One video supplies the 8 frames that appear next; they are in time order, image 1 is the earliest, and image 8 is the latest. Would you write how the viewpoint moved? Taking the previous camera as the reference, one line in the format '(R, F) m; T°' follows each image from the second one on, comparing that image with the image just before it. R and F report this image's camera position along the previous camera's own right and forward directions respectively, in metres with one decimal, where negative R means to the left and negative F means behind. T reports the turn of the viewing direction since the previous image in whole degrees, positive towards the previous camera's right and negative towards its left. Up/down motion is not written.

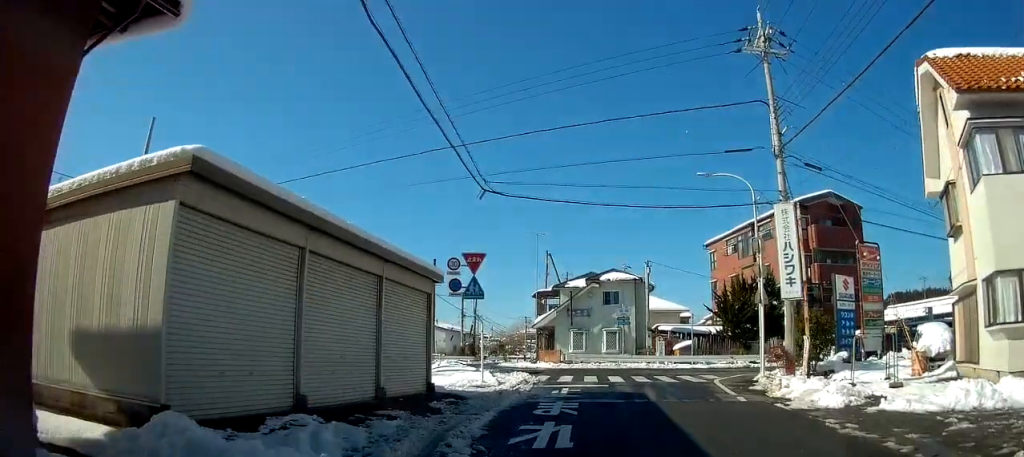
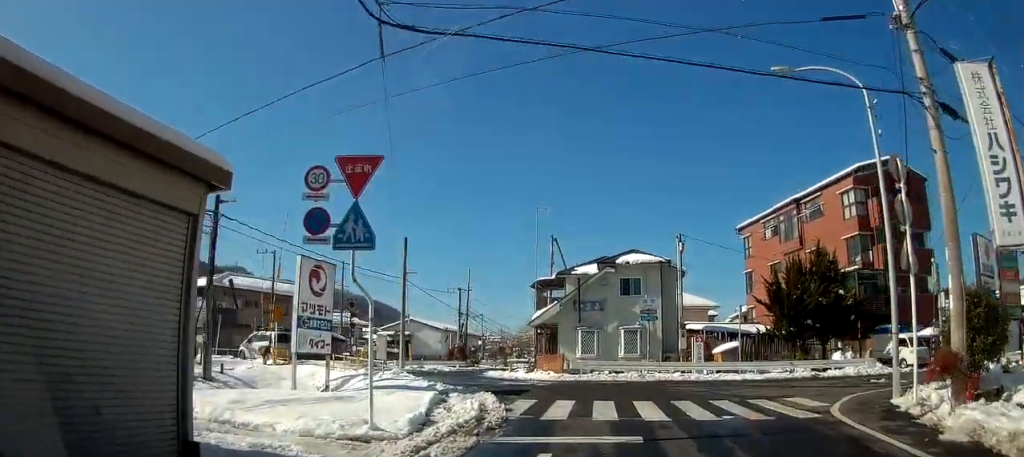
(-0.4, +8.7) m; -1°
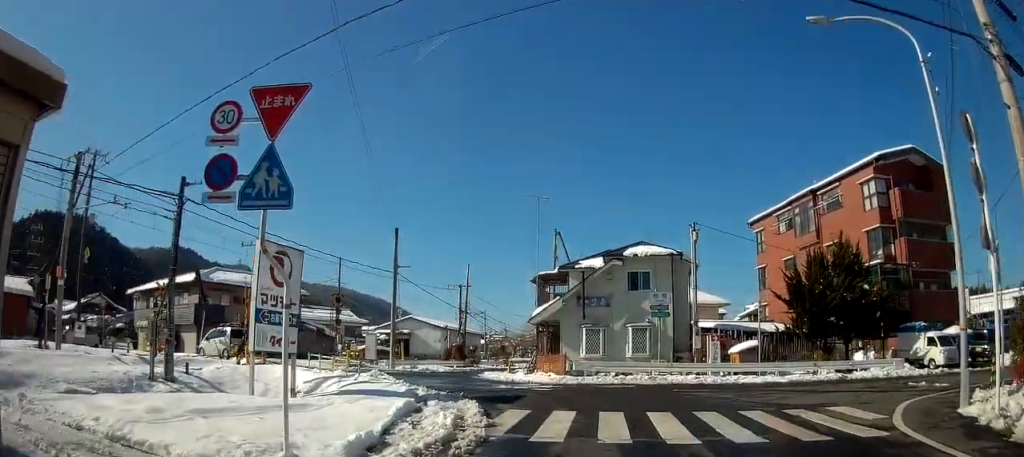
(+0.1, +2.2) m; 0°
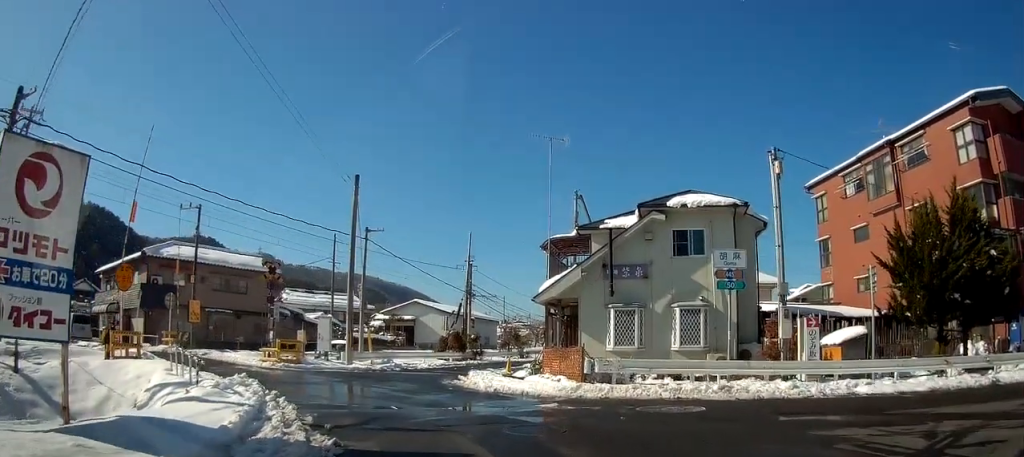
(-0.4, +7.8) m; -10°
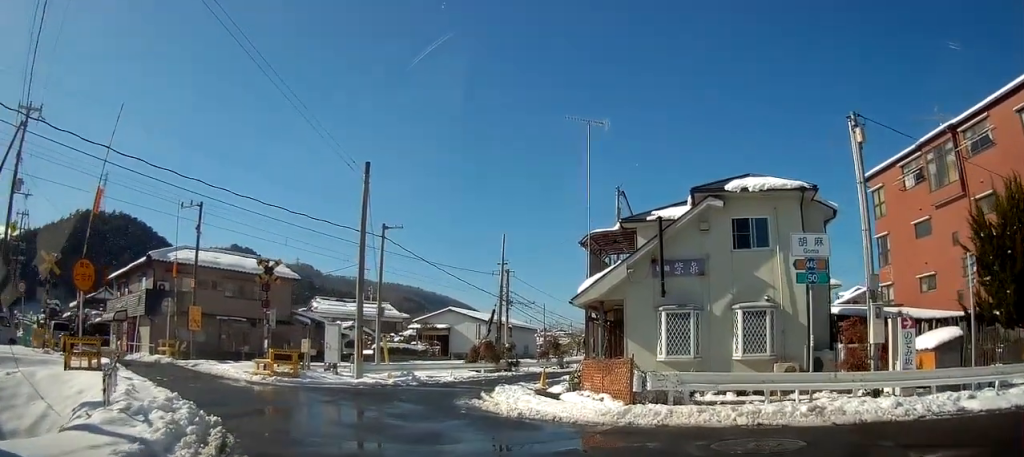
(-0.2, +2.8) m; -6°
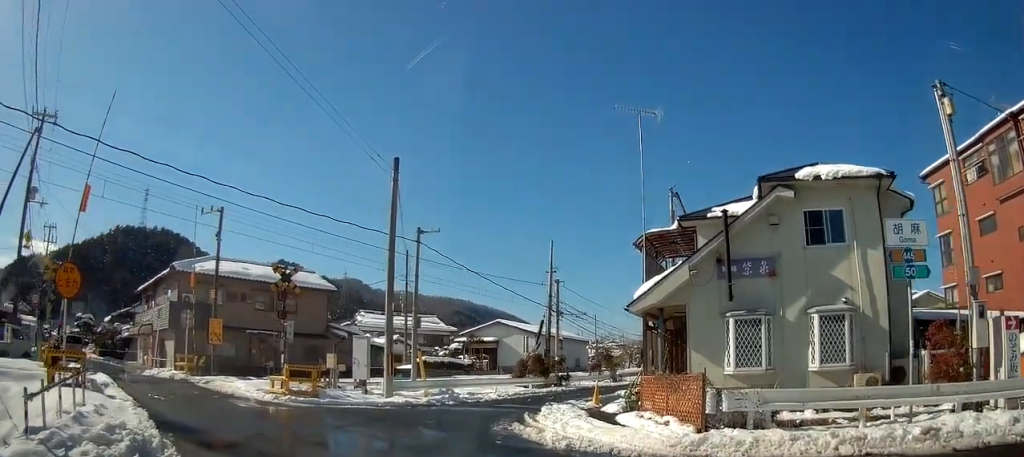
(0.0, +2.0) m; -8°
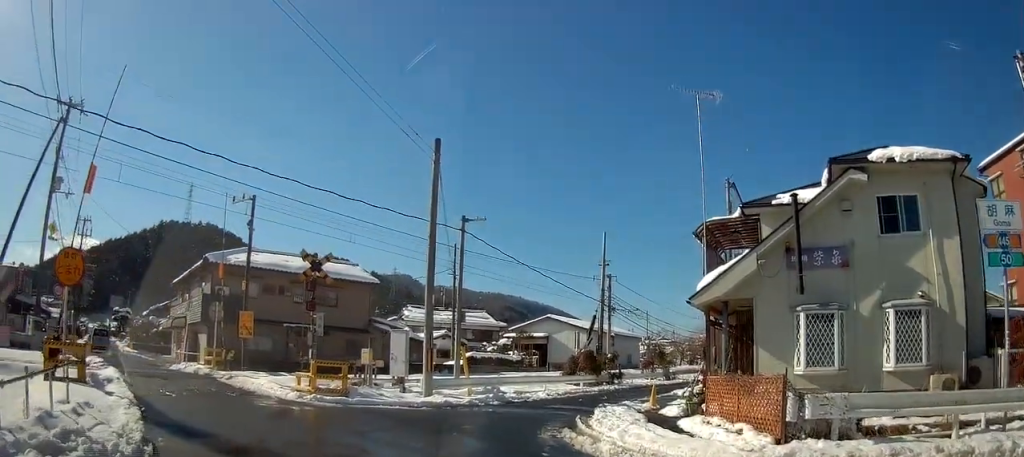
(-0.1, +1.4) m; -10°
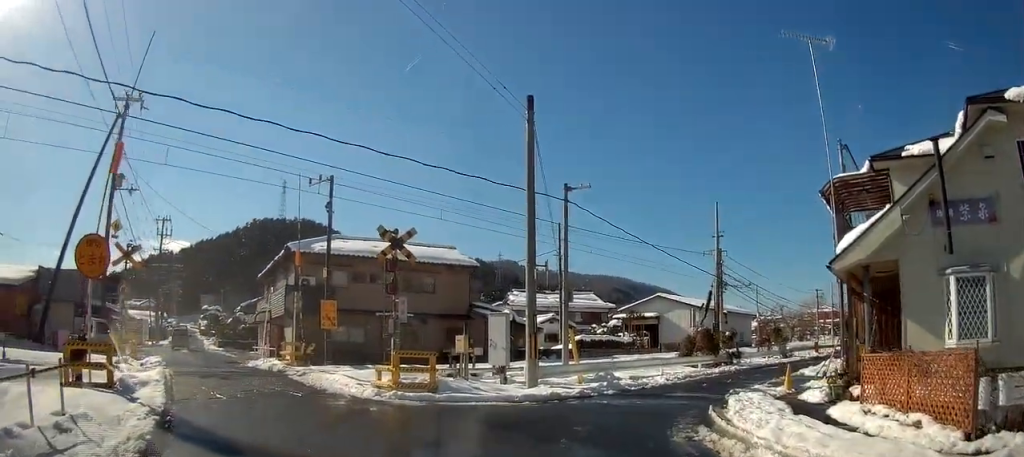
(-0.2, +2.1) m; -19°
